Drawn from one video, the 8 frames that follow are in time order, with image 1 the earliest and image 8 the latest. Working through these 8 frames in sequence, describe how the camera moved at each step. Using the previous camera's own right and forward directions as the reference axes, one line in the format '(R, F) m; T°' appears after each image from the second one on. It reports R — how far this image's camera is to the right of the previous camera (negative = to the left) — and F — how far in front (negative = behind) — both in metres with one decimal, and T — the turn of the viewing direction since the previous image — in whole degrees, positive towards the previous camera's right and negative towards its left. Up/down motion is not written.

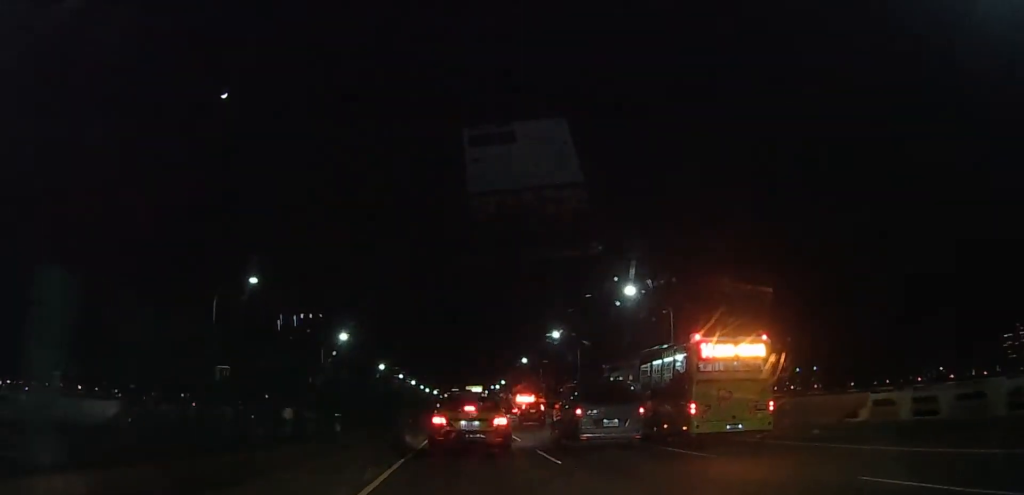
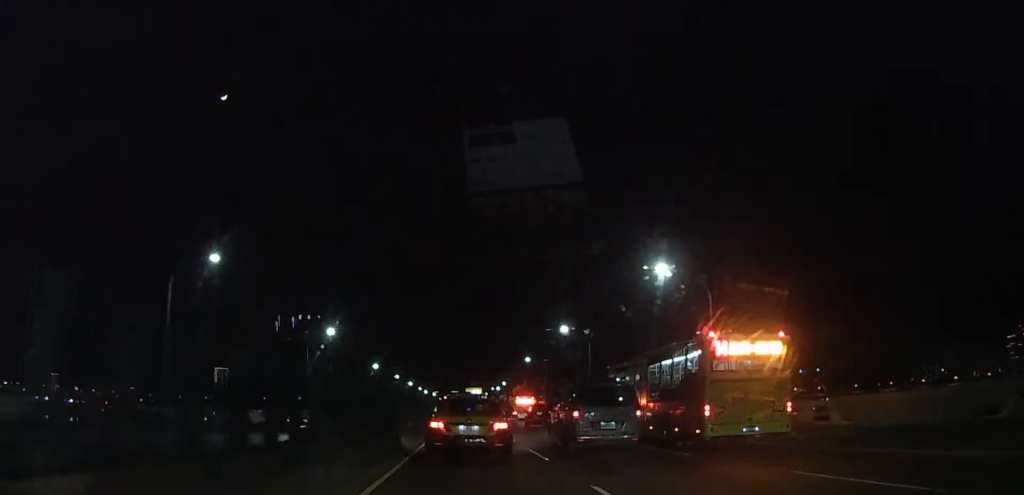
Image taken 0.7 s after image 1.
(-0.1, +8.0) m; 0°
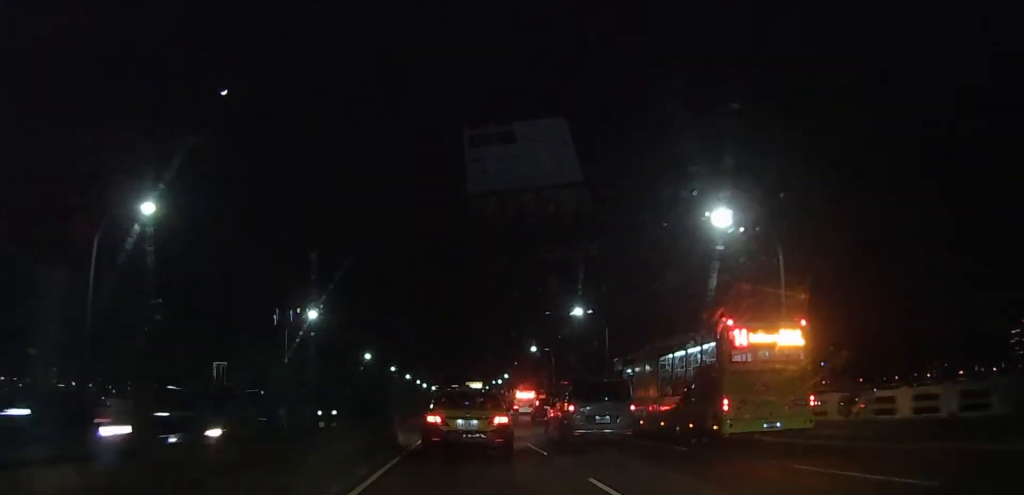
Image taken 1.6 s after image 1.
(0.0, +9.8) m; 0°
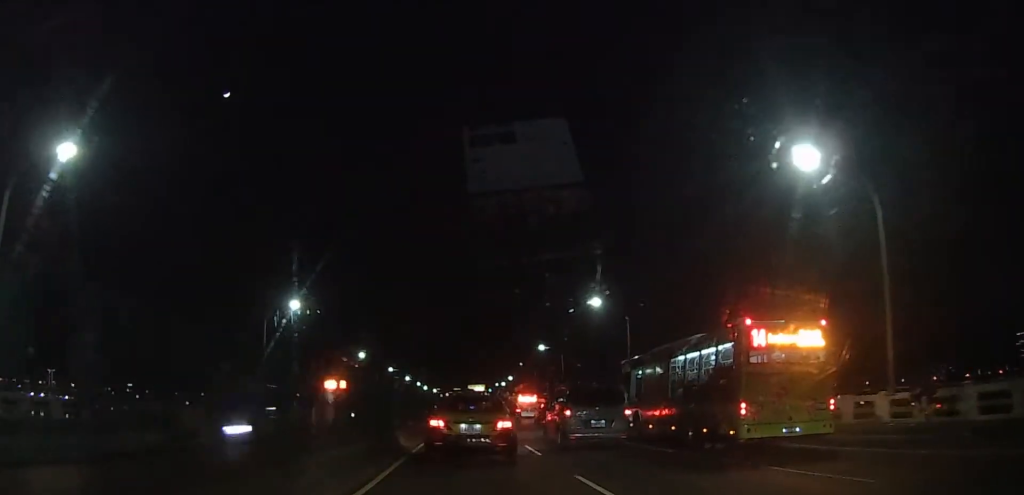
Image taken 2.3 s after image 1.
(0.0, +8.5) m; 0°
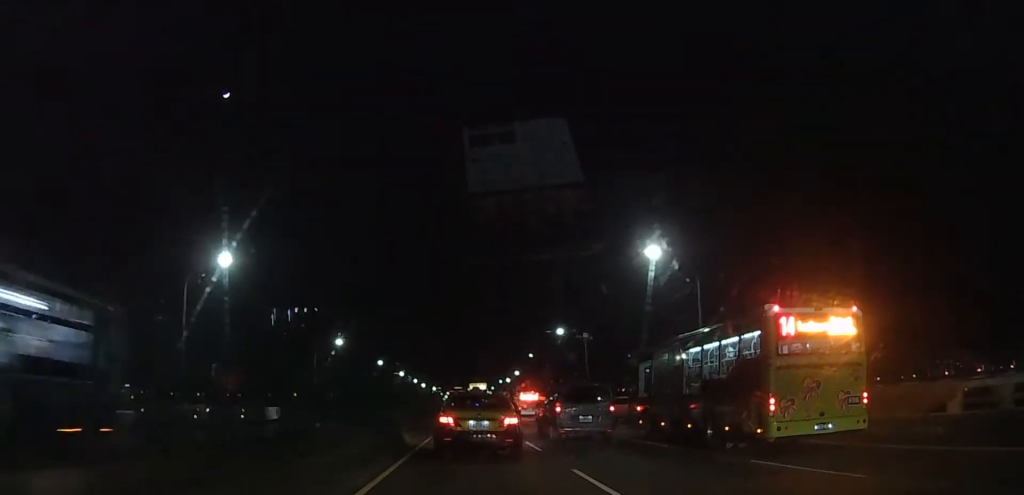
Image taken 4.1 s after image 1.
(0.0, +19.2) m; 0°
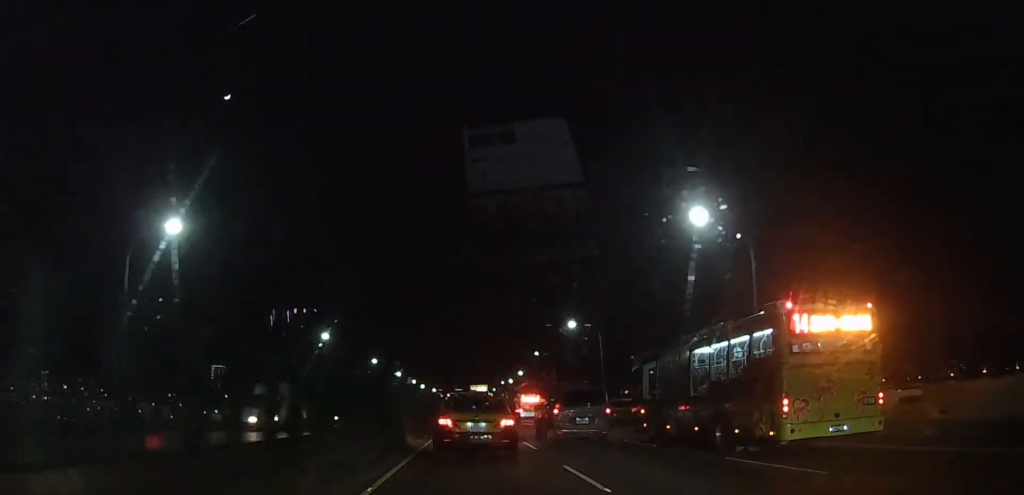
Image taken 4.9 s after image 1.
(0.0, +8.8) m; 0°
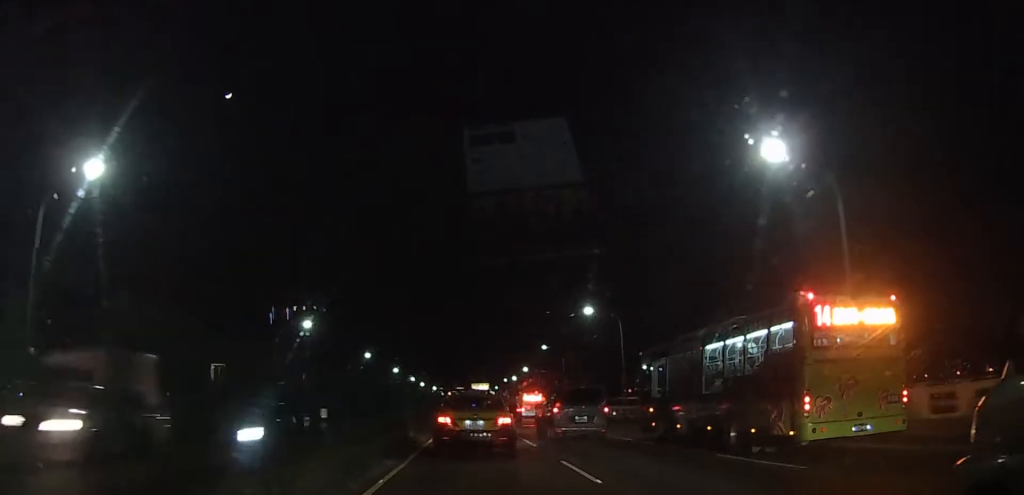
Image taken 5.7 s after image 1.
(0.0, +9.3) m; 0°
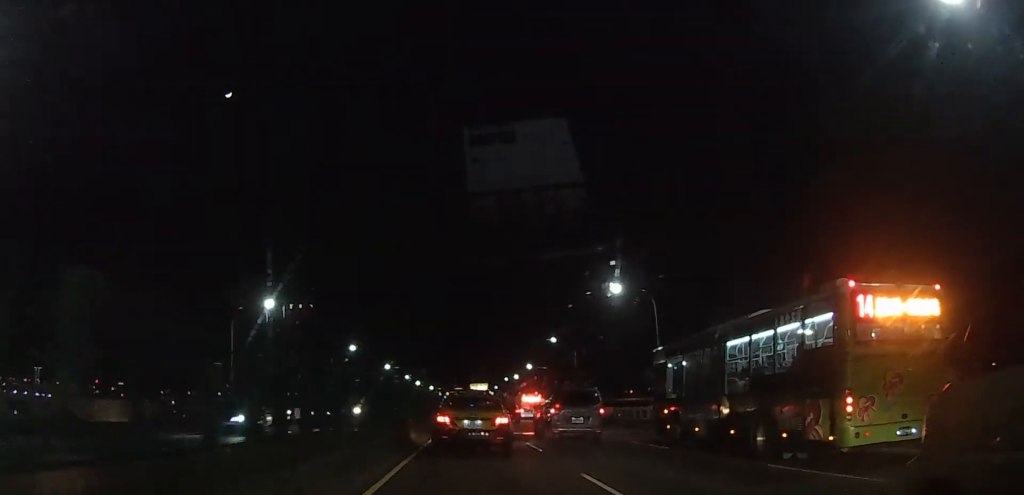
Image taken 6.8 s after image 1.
(0.0, +12.5) m; 0°
